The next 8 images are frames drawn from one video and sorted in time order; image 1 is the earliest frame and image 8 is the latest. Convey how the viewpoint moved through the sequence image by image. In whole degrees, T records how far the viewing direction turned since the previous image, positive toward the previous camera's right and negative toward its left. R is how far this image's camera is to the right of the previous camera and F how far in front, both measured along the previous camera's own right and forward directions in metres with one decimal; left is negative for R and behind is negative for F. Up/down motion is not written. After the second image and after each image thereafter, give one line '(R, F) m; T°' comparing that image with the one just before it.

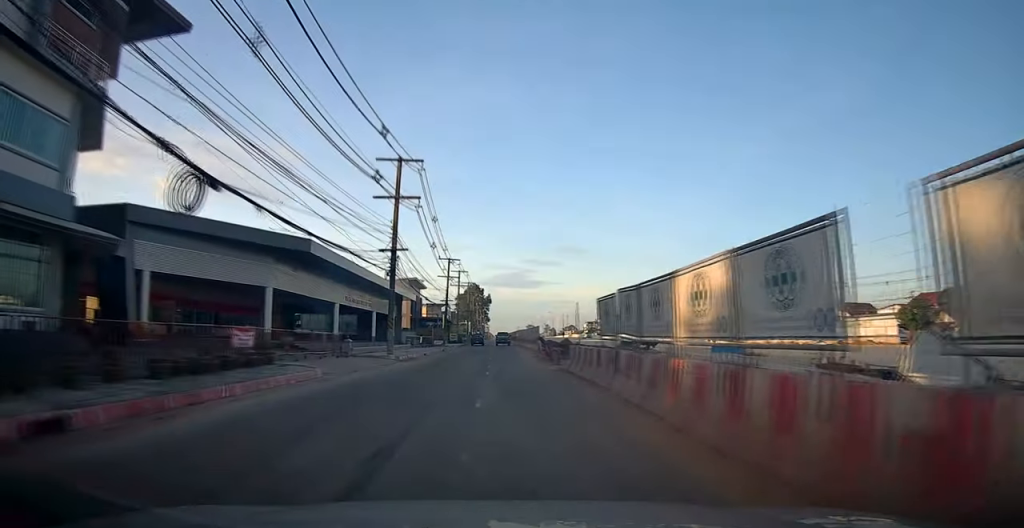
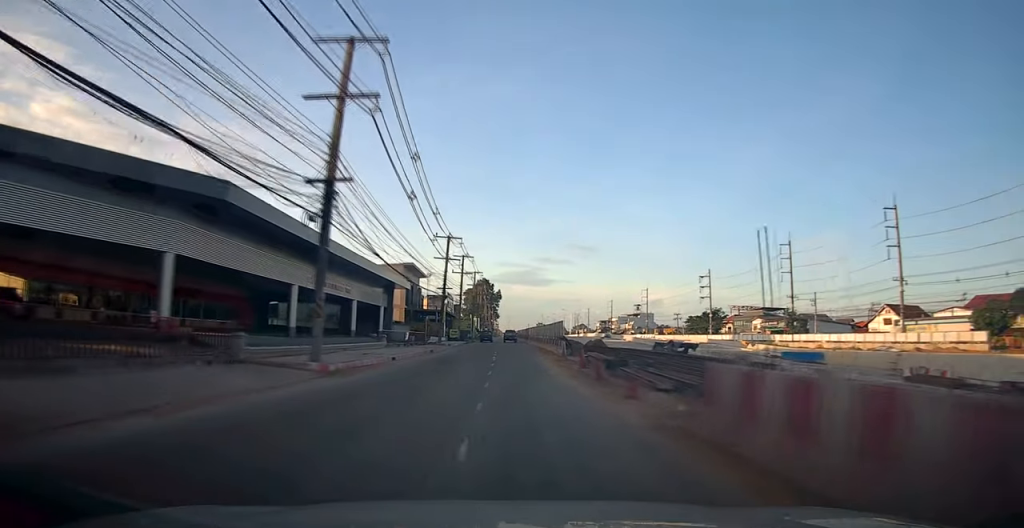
(+0.1, +12.2) m; +2°
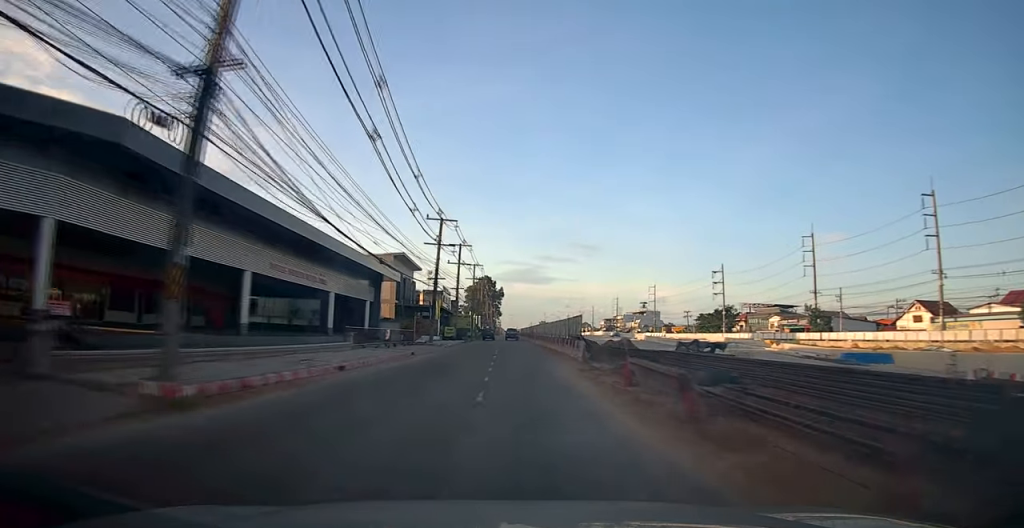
(0.0, +7.6) m; 0°
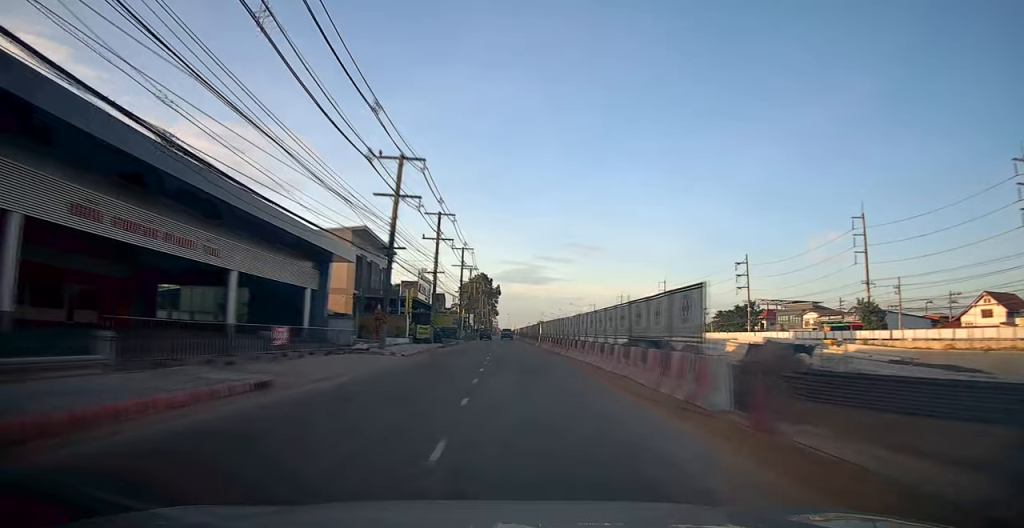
(-0.1, +16.6) m; +2°
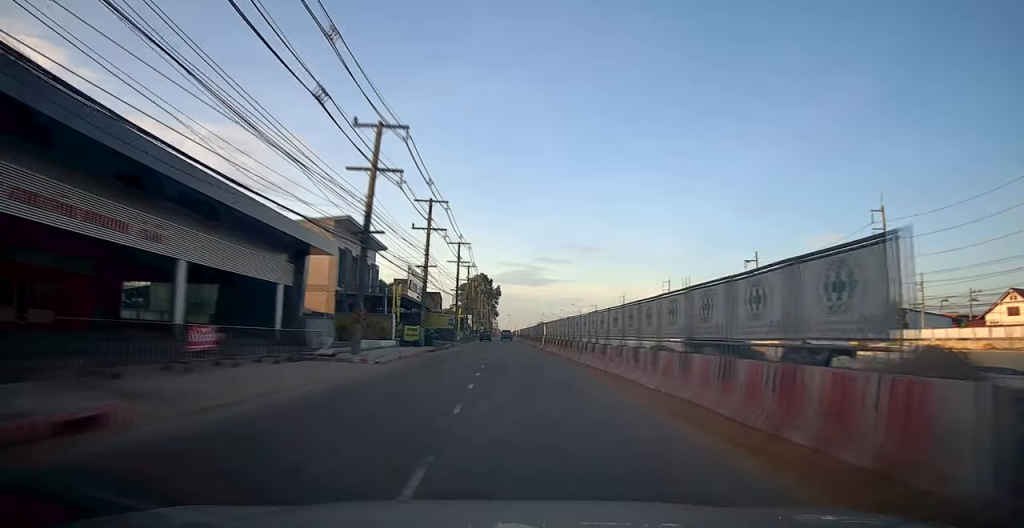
(+0.3, +5.2) m; 0°
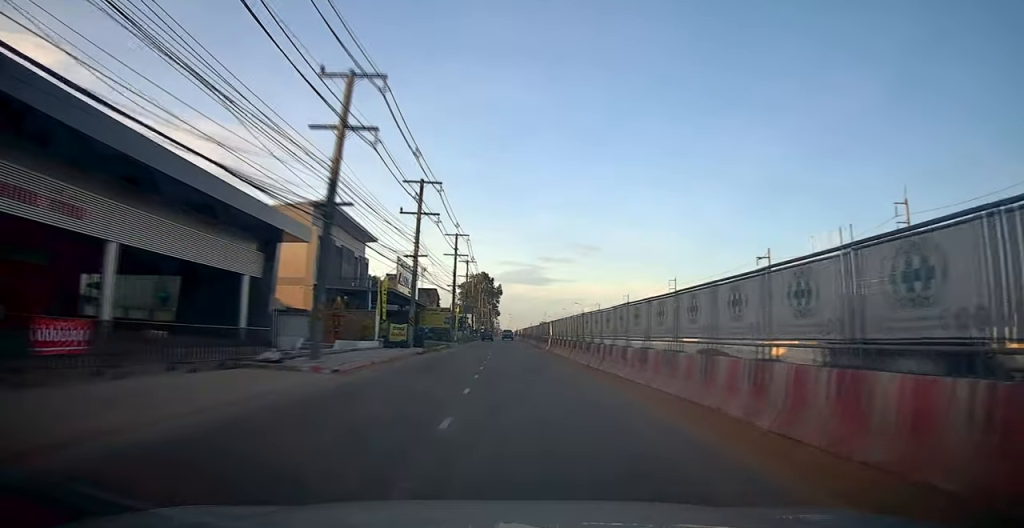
(+0.3, +5.2) m; 0°
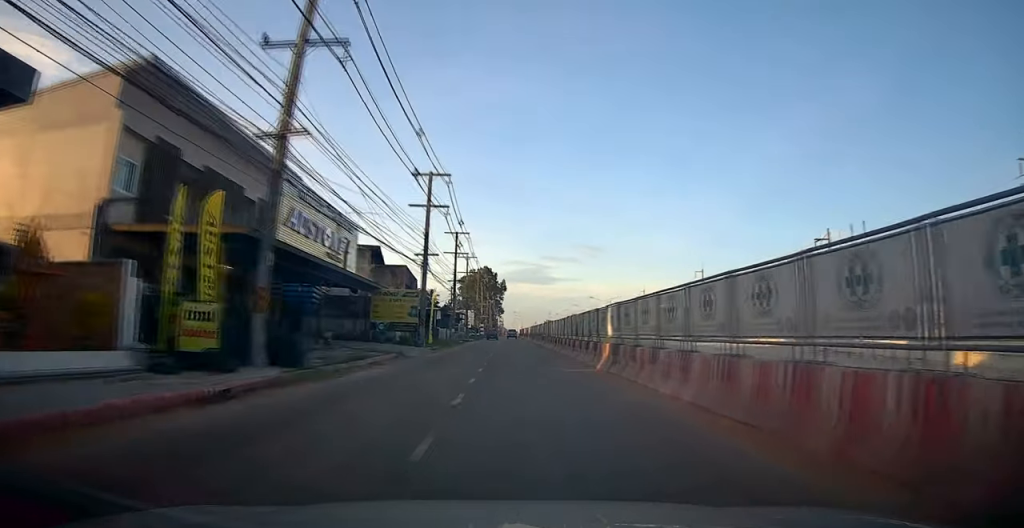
(-0.4, +21.9) m; -1°
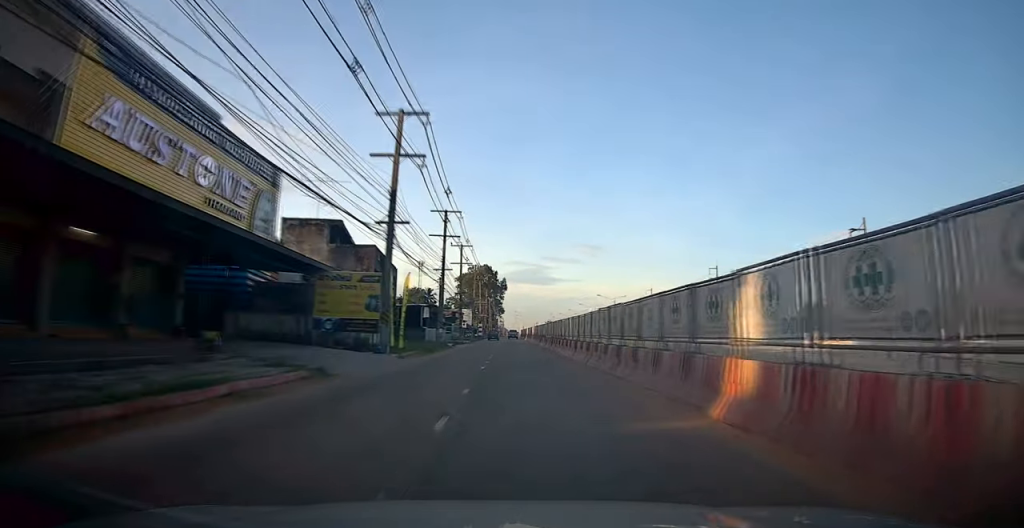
(-0.3, +10.5) m; -1°
